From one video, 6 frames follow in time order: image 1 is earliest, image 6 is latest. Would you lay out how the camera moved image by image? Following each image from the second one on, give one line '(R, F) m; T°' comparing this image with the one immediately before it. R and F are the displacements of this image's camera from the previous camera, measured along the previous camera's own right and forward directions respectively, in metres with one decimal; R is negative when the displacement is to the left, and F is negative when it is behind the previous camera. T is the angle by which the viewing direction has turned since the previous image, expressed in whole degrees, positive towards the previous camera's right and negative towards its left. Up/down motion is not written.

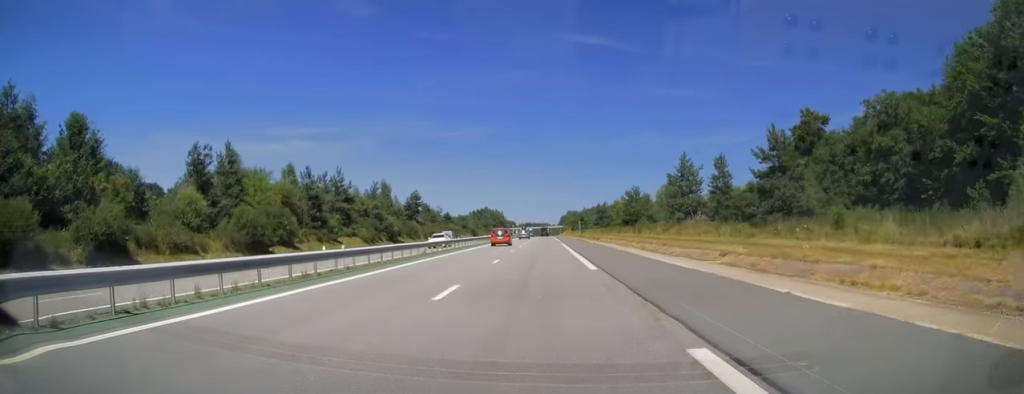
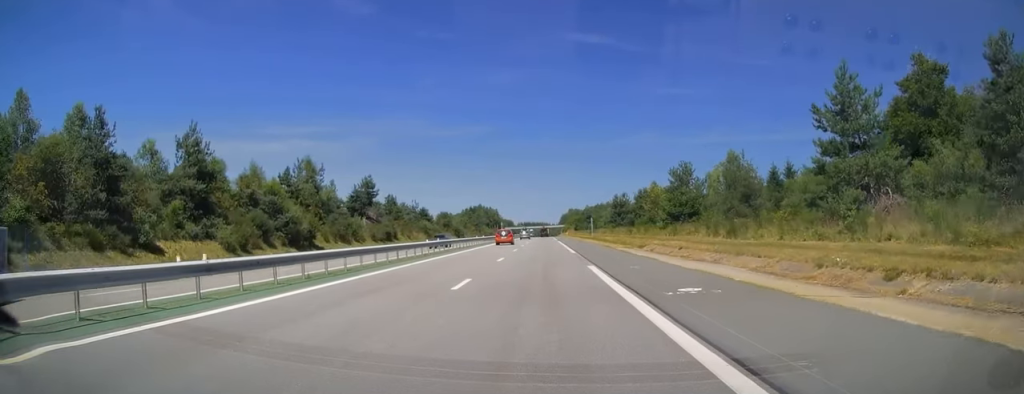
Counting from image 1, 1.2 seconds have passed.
(-0.1, +37.2) m; 0°
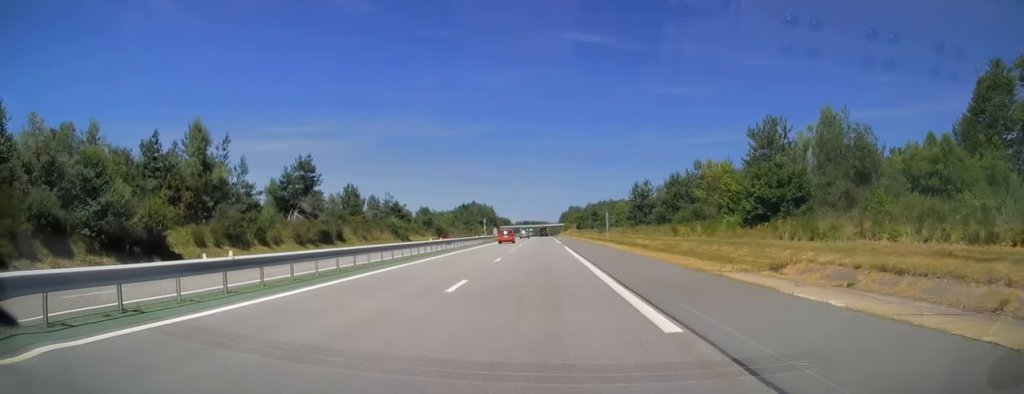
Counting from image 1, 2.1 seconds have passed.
(0.0, +26.8) m; 0°
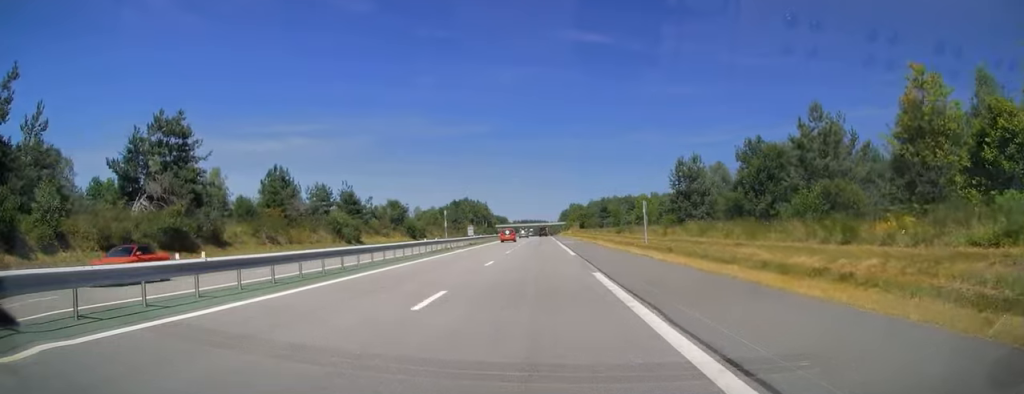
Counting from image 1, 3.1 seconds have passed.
(+0.1, +29.2) m; 0°
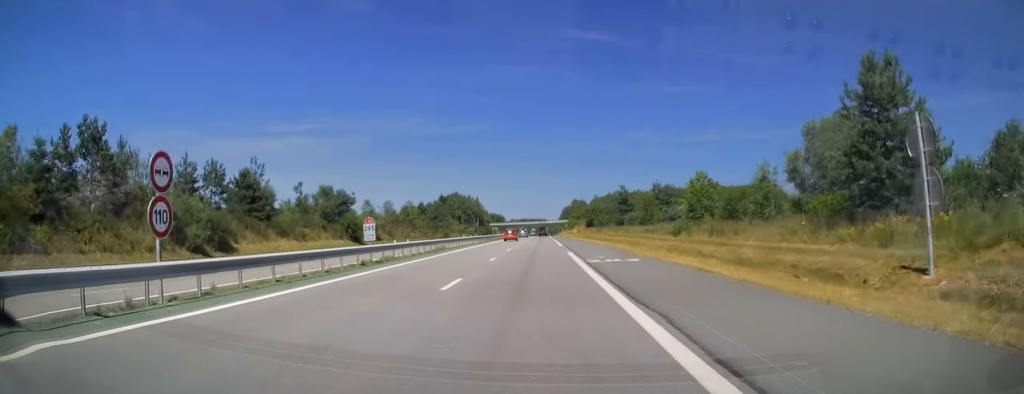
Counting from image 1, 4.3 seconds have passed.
(0.0, +35.7) m; 0°
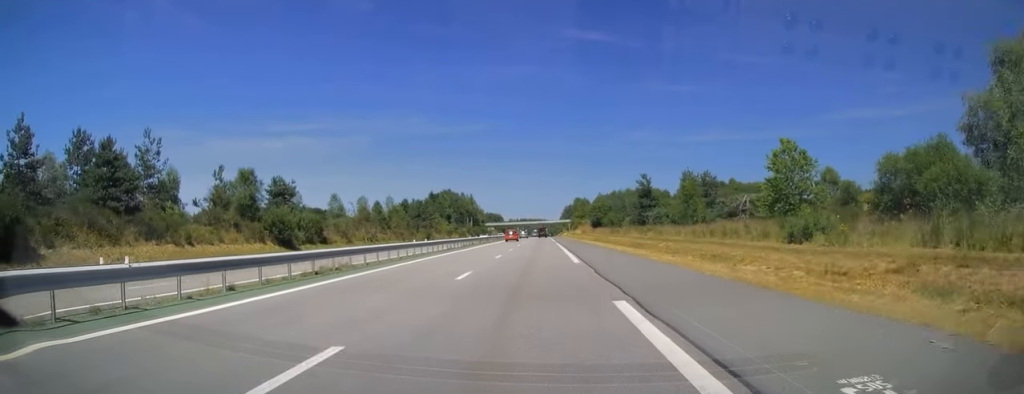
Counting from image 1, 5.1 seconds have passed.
(-0.1, +22.8) m; 0°
